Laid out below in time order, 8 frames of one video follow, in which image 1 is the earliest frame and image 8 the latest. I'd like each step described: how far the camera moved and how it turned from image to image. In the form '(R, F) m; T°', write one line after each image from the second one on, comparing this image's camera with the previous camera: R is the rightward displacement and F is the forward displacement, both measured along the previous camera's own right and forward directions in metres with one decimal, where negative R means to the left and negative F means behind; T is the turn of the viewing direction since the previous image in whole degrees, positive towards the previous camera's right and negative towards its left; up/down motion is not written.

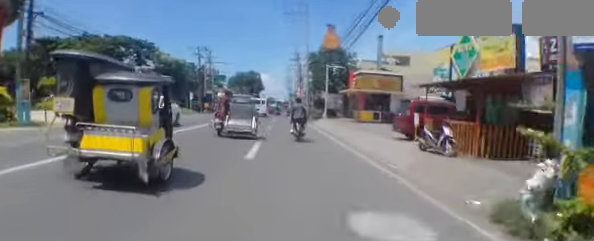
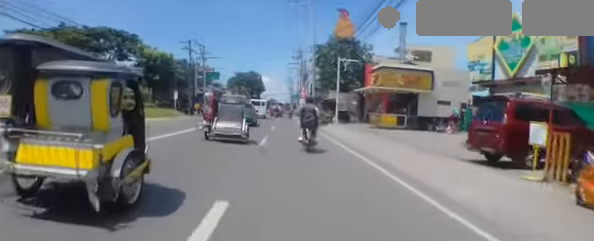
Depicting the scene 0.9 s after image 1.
(-0.1, +5.5) m; -5°
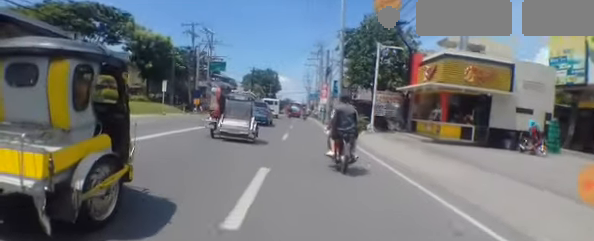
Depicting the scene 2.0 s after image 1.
(-0.5, +6.1) m; -1°
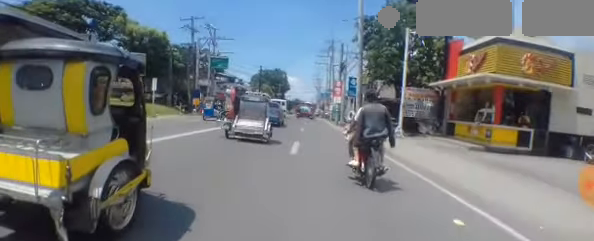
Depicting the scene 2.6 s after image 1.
(+0.1, +3.2) m; +5°
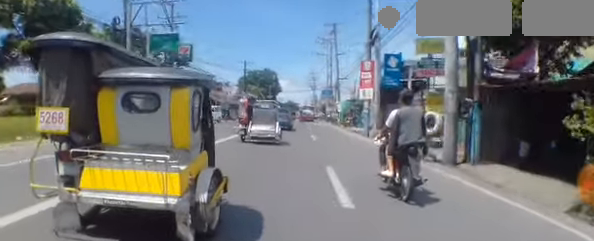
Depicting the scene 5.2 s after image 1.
(0.0, +12.7) m; -3°
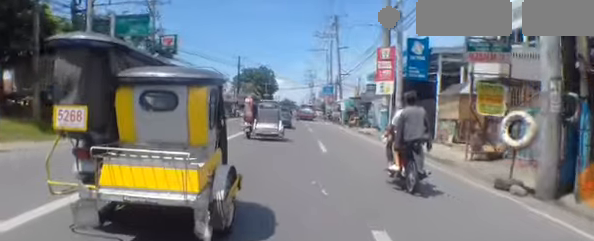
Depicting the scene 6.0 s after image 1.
(0.0, +3.5) m; +2°
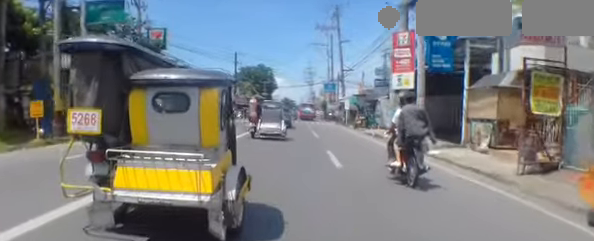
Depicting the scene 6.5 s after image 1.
(-0.1, +2.1) m; +3°
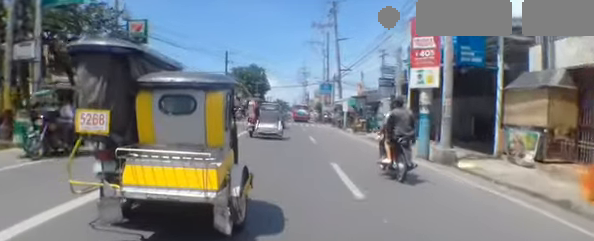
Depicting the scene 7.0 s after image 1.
(+0.1, +2.4) m; +3°
